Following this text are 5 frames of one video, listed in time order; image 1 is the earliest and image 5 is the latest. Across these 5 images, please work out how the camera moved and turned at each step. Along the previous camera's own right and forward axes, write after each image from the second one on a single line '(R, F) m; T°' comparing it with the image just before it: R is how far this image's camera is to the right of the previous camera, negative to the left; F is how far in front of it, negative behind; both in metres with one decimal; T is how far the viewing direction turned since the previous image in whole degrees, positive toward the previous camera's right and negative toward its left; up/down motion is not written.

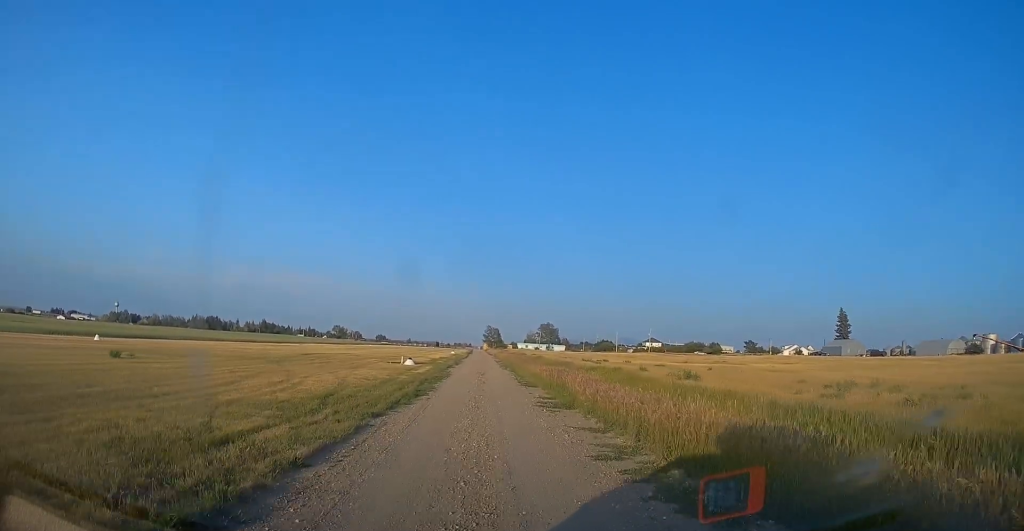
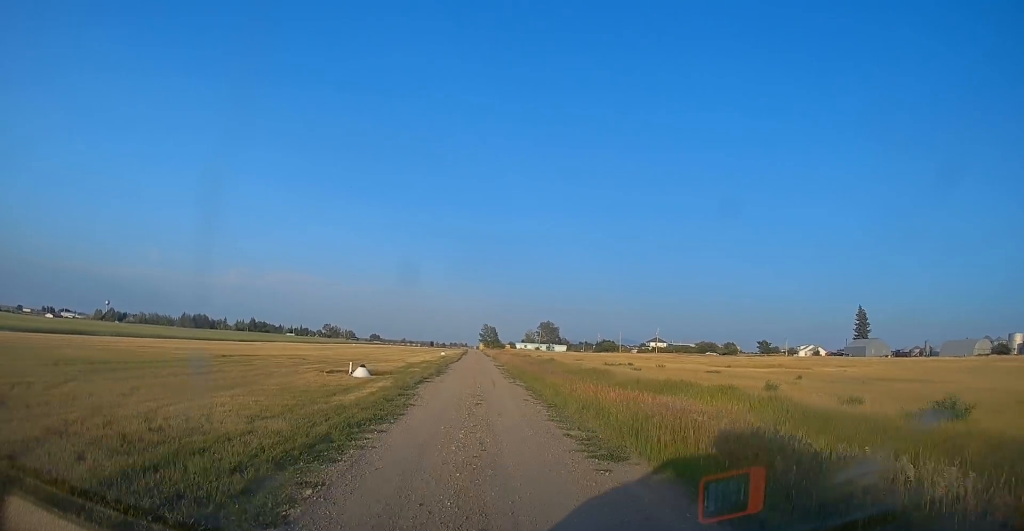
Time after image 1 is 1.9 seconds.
(0.0, +16.6) m; 0°
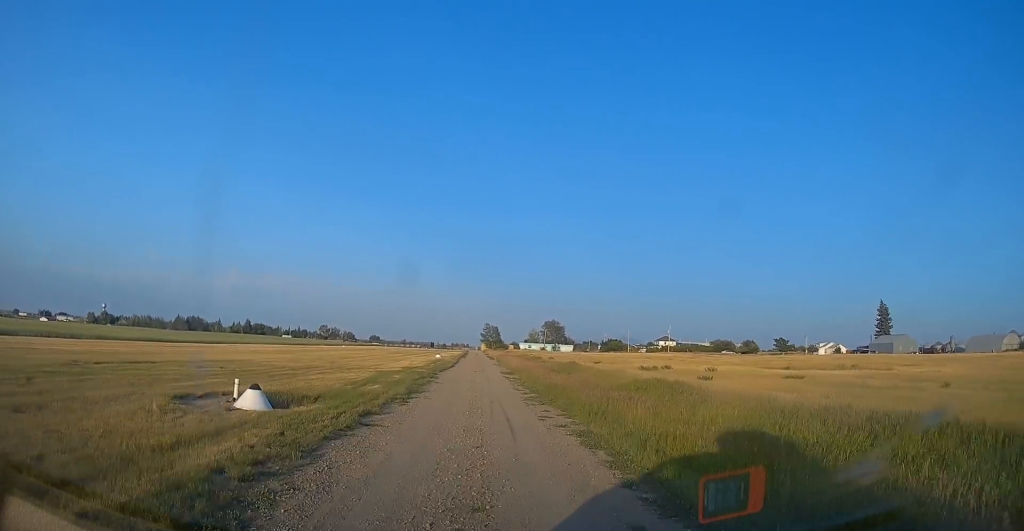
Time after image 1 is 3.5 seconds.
(0.0, +13.7) m; 0°
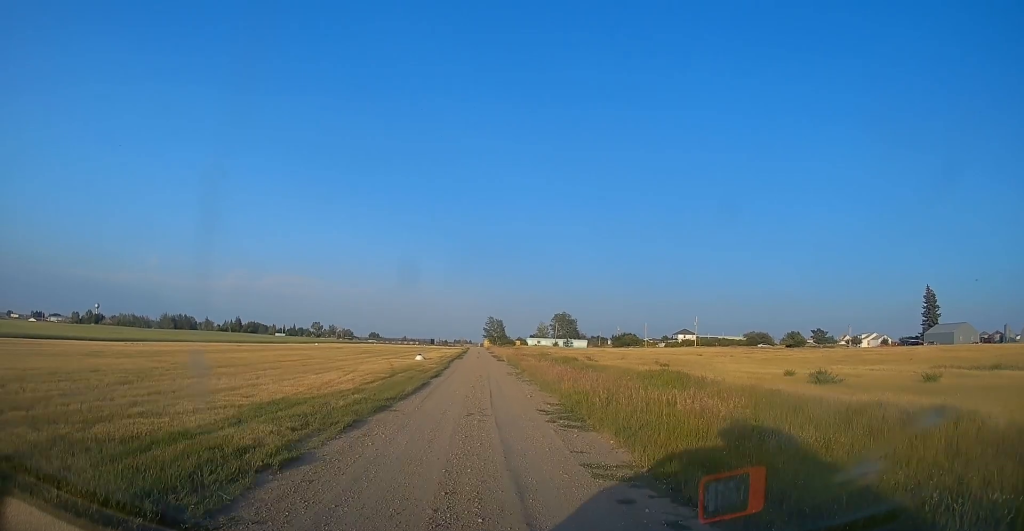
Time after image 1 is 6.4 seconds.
(0.0, +26.1) m; 0°
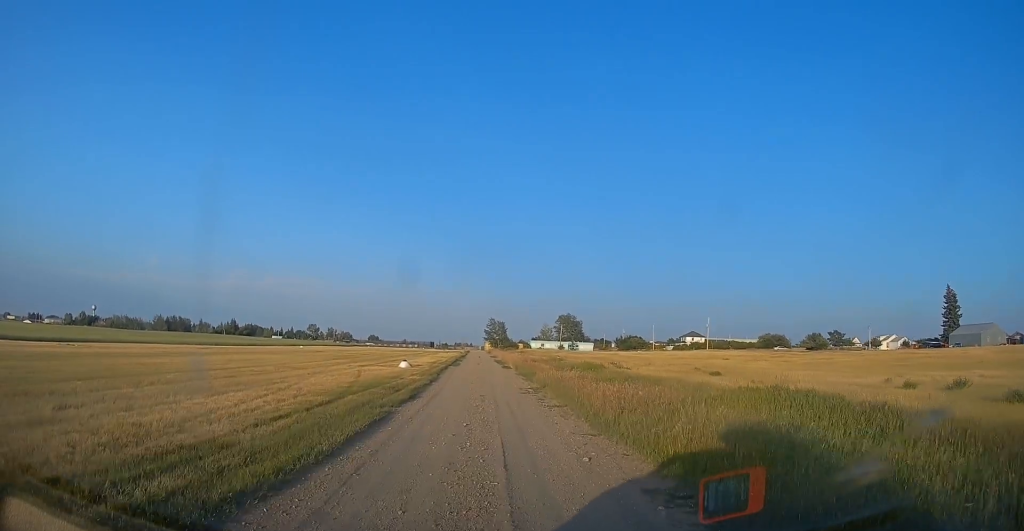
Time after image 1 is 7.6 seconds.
(0.0, +10.3) m; +3°
